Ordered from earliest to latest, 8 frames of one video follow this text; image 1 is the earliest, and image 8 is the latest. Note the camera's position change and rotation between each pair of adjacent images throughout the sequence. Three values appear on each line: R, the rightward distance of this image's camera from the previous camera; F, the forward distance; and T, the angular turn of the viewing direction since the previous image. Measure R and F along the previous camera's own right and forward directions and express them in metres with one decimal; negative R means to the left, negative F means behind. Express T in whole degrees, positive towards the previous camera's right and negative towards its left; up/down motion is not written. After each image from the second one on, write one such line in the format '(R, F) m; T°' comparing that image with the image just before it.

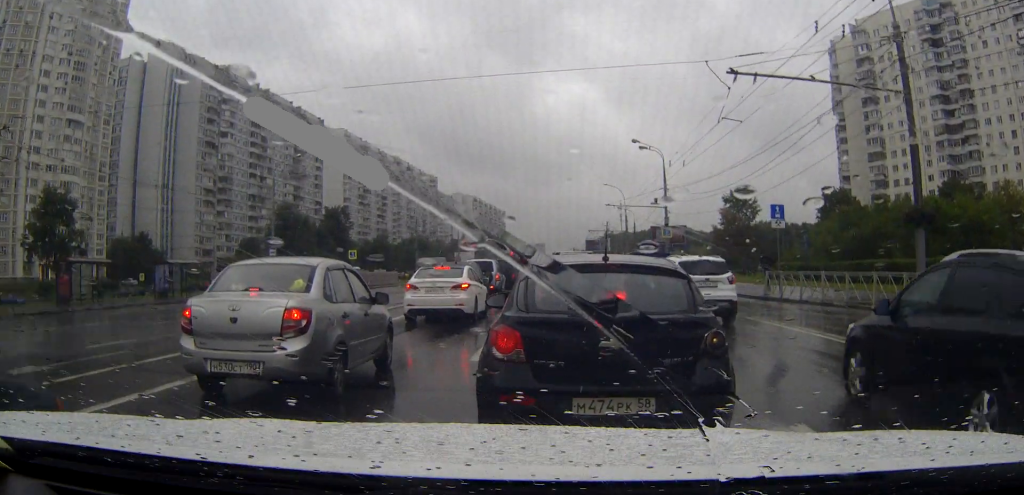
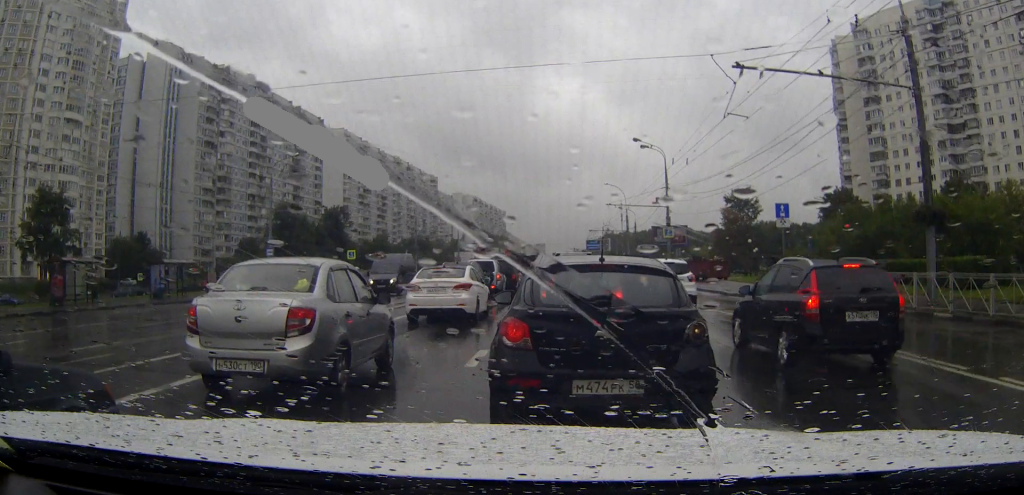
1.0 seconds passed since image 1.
(-0.3, +1.1) m; 0°
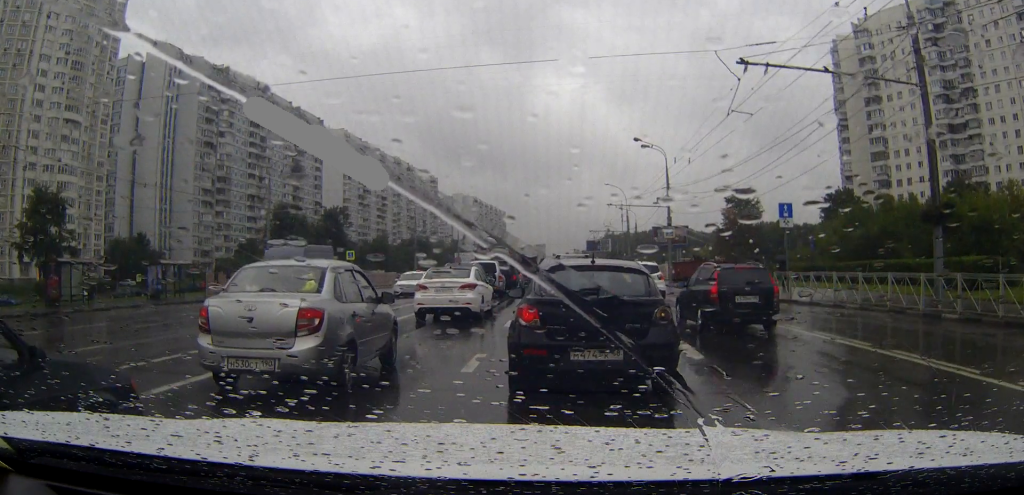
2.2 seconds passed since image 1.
(-0.4, +1.4) m; 0°
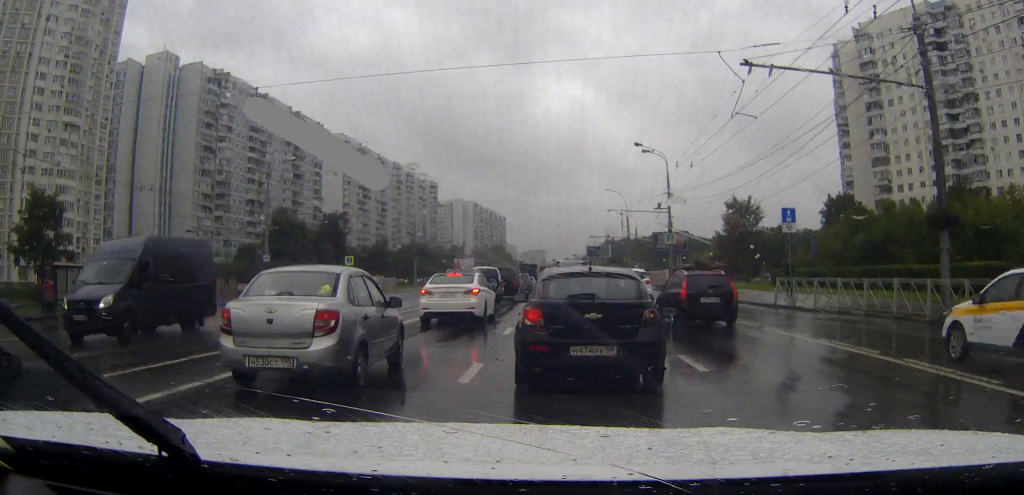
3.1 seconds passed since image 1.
(-0.2, +0.8) m; 0°
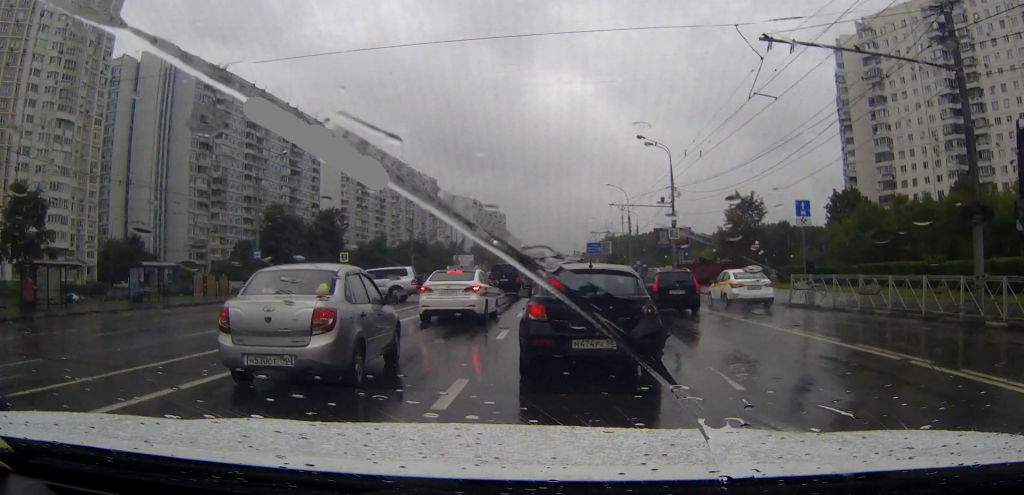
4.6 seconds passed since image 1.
(-0.3, +1.3) m; 0°
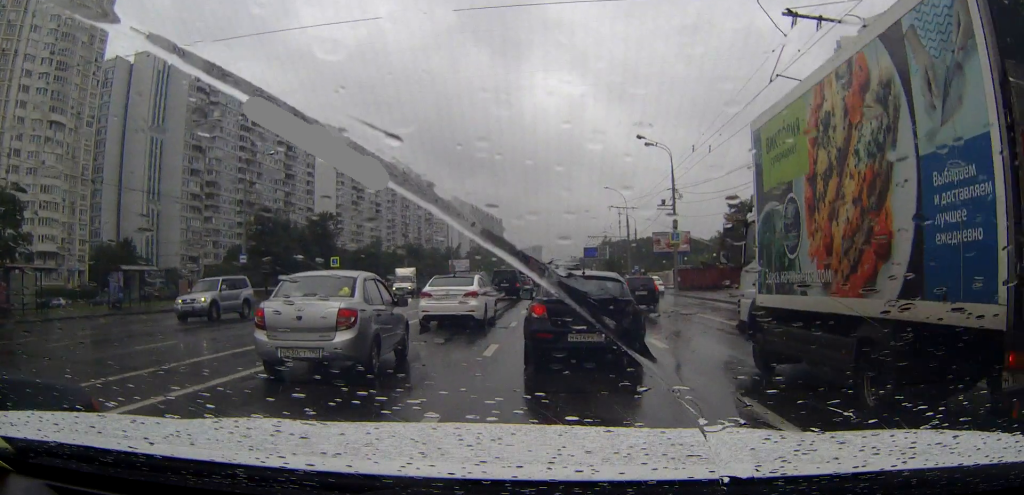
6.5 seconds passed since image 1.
(-0.4, +1.6) m; 0°
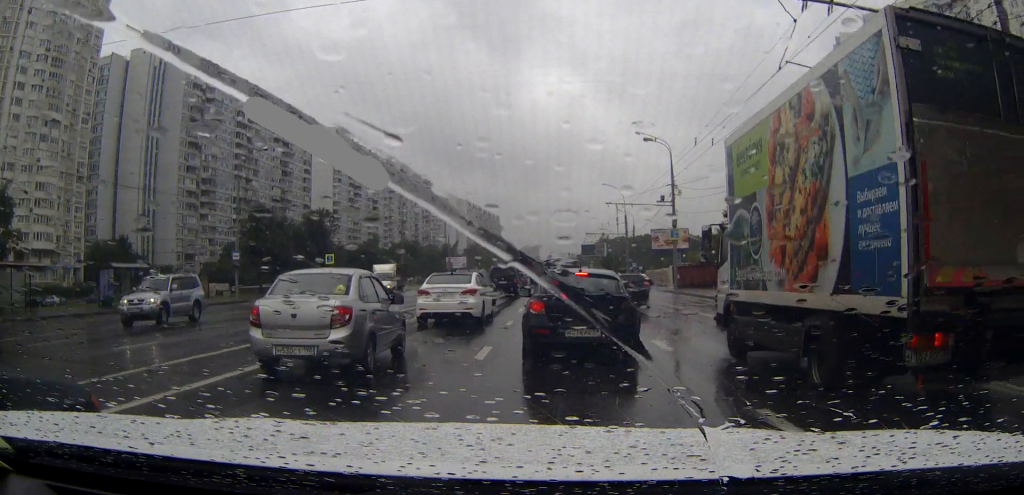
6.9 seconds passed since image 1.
(-0.1, +0.4) m; 0°
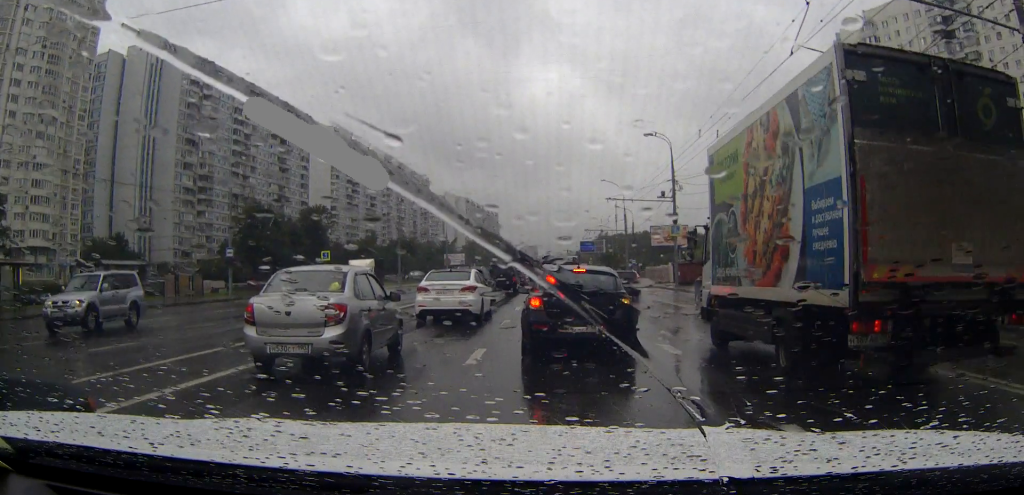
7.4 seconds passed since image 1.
(-0.1, +0.4) m; 0°
